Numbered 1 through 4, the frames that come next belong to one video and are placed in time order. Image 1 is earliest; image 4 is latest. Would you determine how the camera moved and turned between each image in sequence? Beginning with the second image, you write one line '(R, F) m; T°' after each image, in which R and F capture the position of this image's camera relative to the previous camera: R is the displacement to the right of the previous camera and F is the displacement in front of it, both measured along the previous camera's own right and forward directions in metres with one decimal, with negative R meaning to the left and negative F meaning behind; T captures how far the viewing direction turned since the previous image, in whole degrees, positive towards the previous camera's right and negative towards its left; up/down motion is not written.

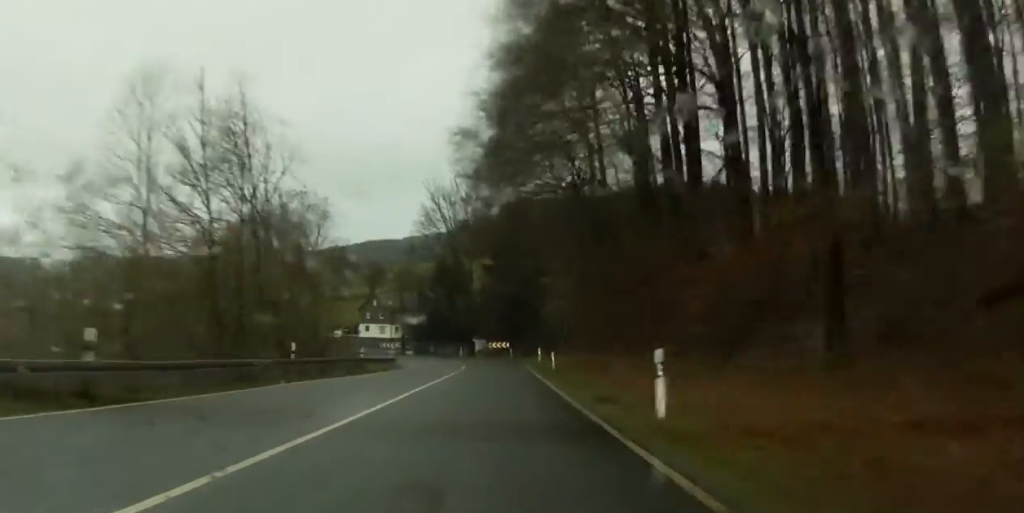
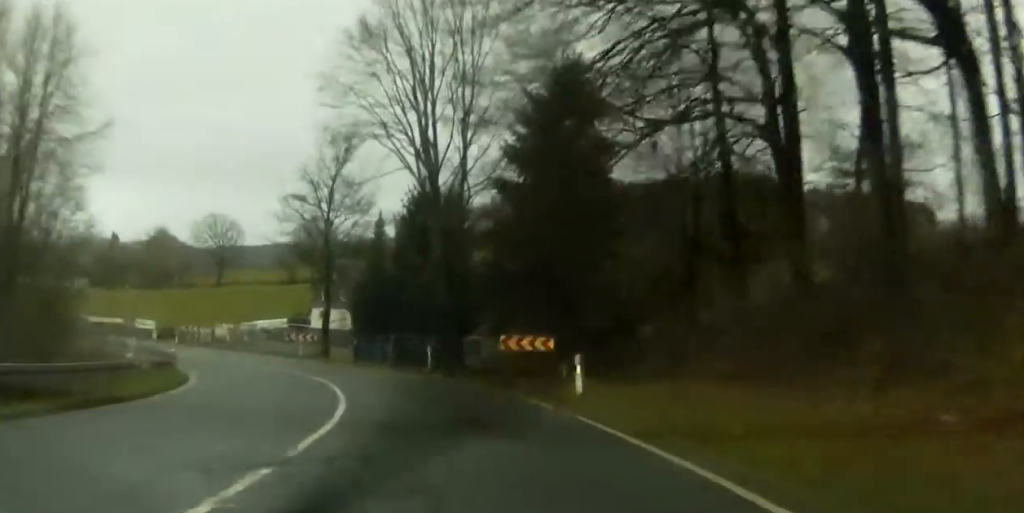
(+3.3, +45.3) m; +7°
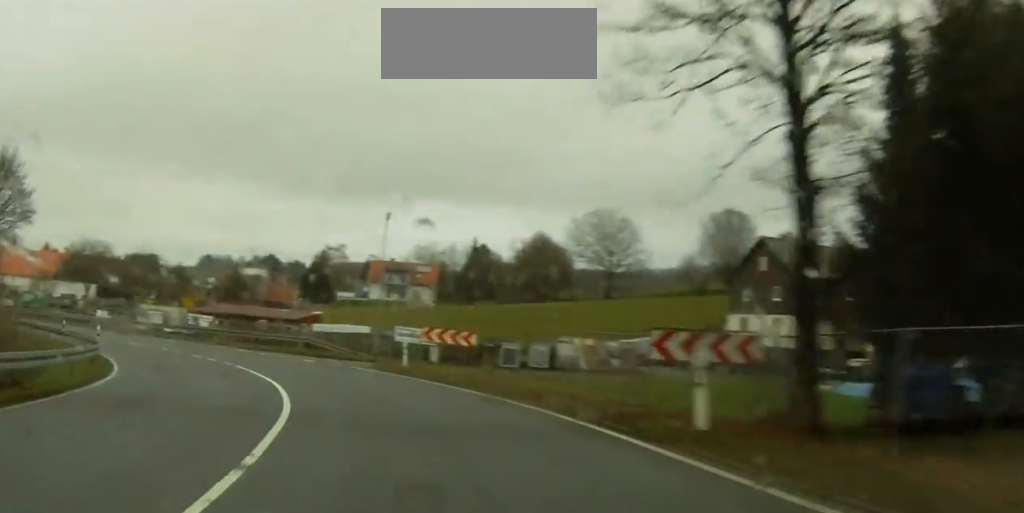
(-1.2, +37.9) m; -10°
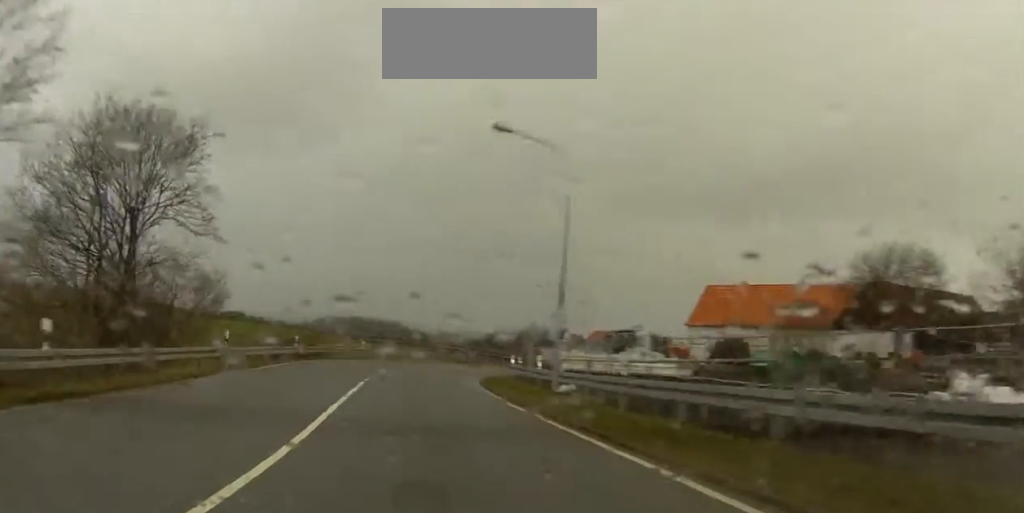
(-27.3, +57.9) m; -48°
